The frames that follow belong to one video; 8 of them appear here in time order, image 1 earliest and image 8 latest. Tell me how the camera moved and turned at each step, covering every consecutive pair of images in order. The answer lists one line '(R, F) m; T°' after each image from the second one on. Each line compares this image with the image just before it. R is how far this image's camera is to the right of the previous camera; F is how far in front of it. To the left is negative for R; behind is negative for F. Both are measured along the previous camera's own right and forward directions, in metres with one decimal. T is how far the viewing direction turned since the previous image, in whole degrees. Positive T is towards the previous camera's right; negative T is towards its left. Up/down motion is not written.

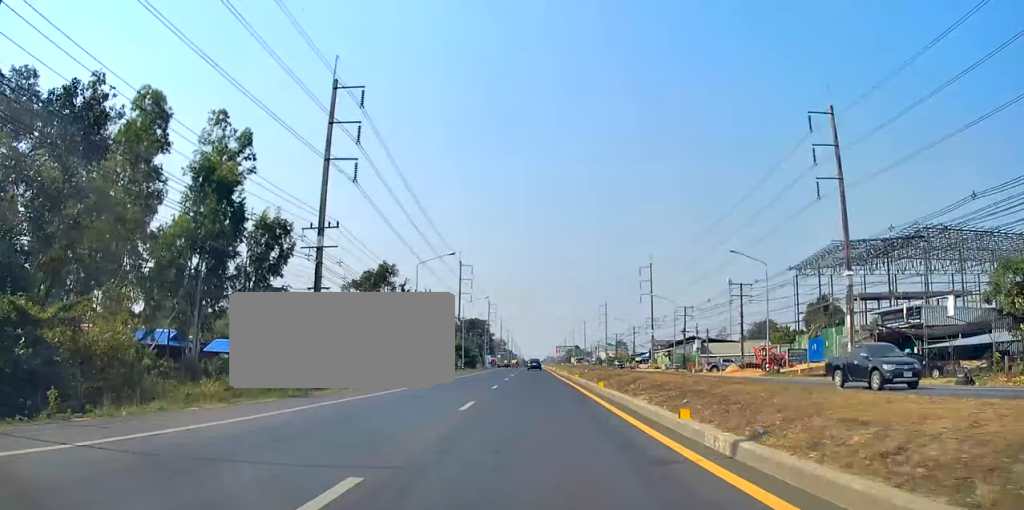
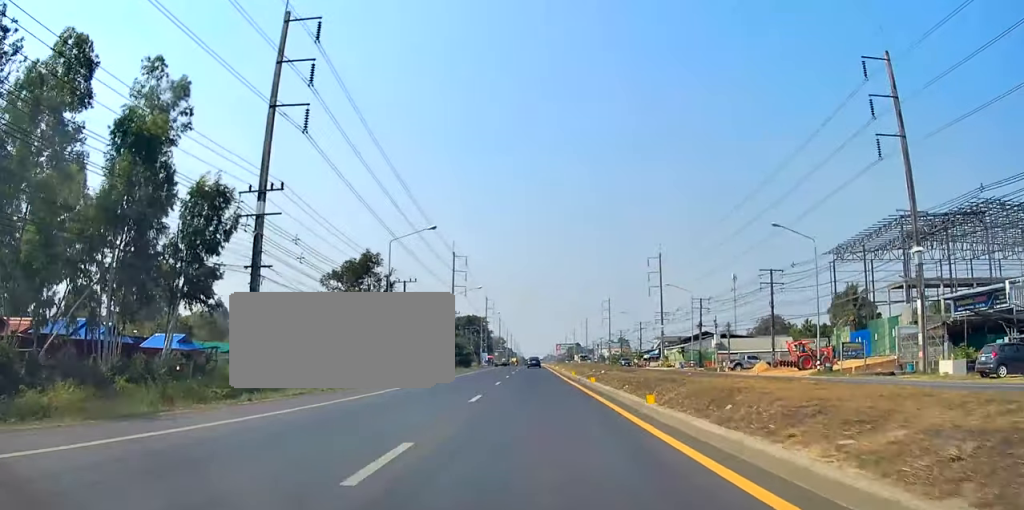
(0.0, +8.8) m; 0°
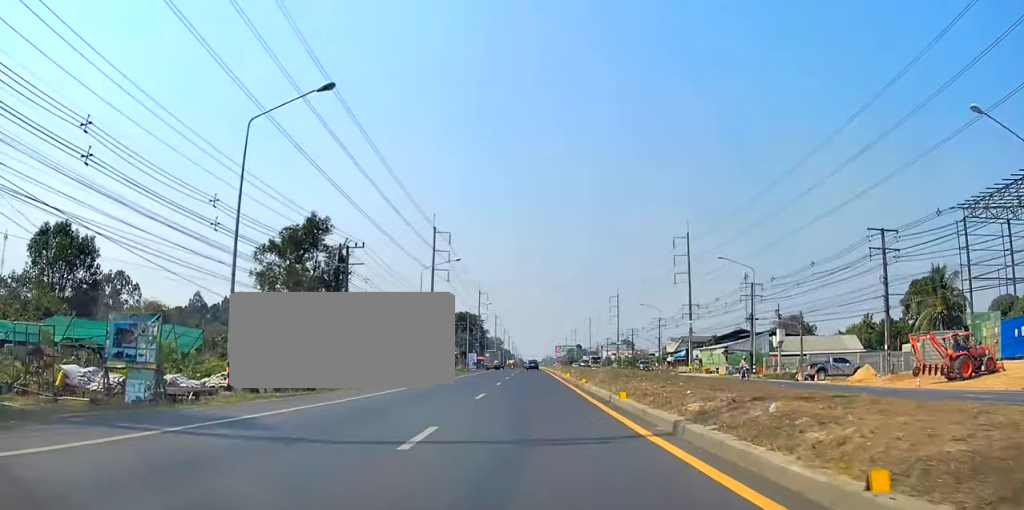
(+0.1, +21.3) m; 0°
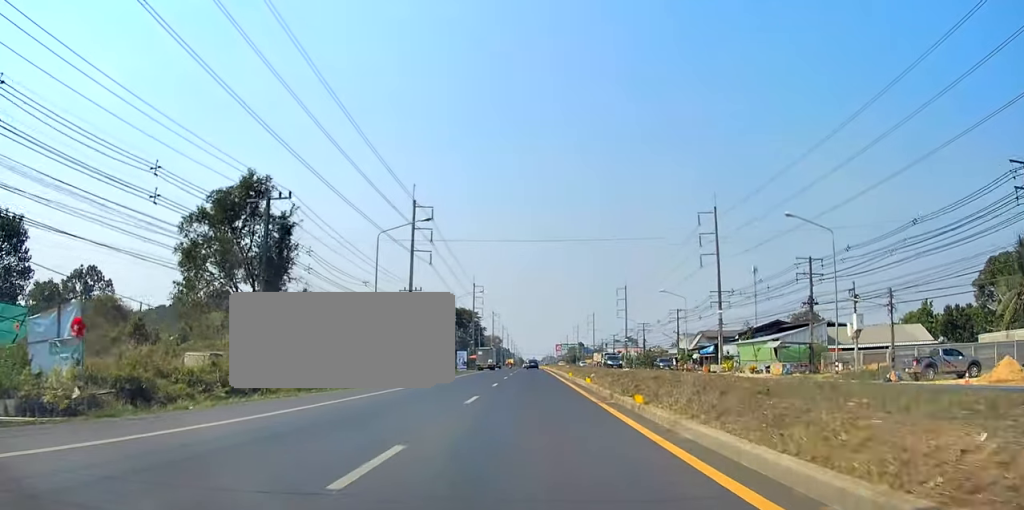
(-0.1, +14.4) m; -1°
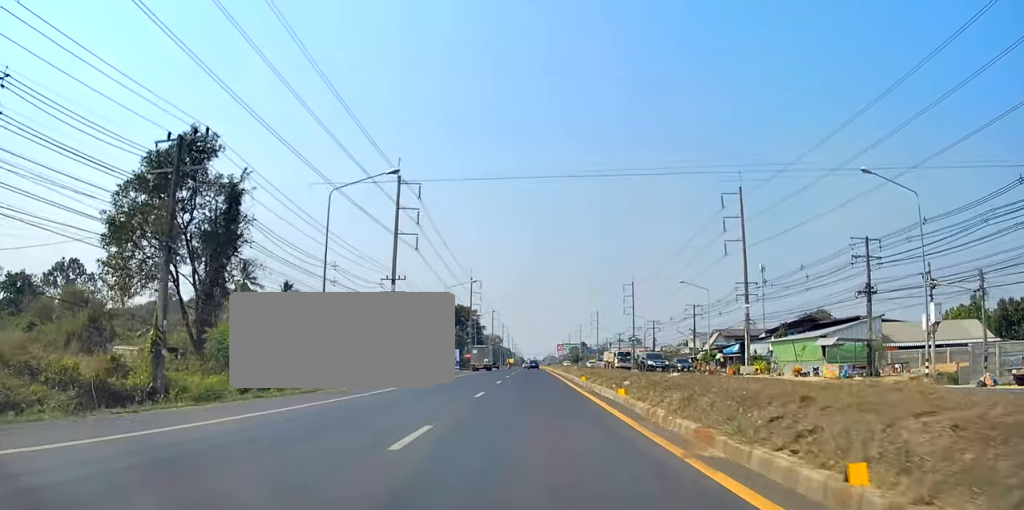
(0.0, +10.1) m; 0°
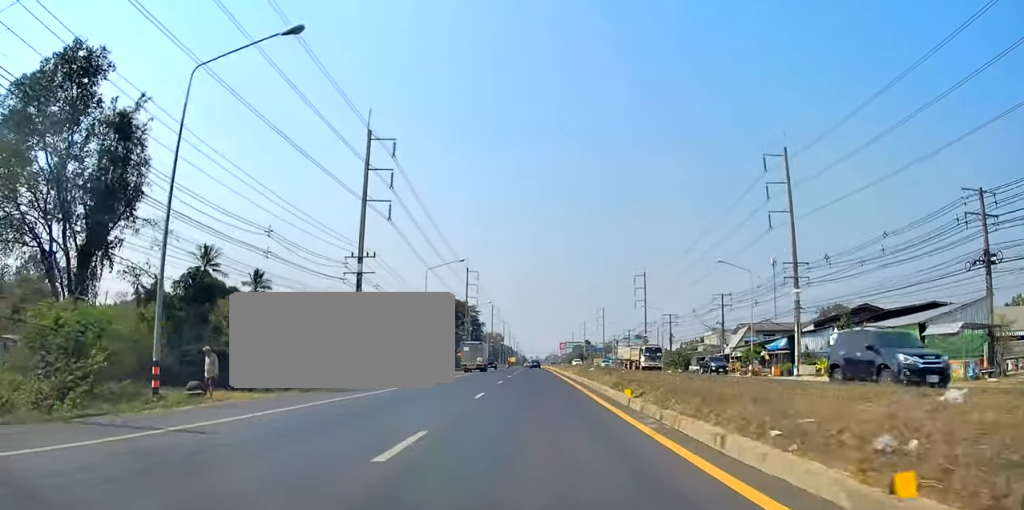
(-0.1, +14.8) m; 0°
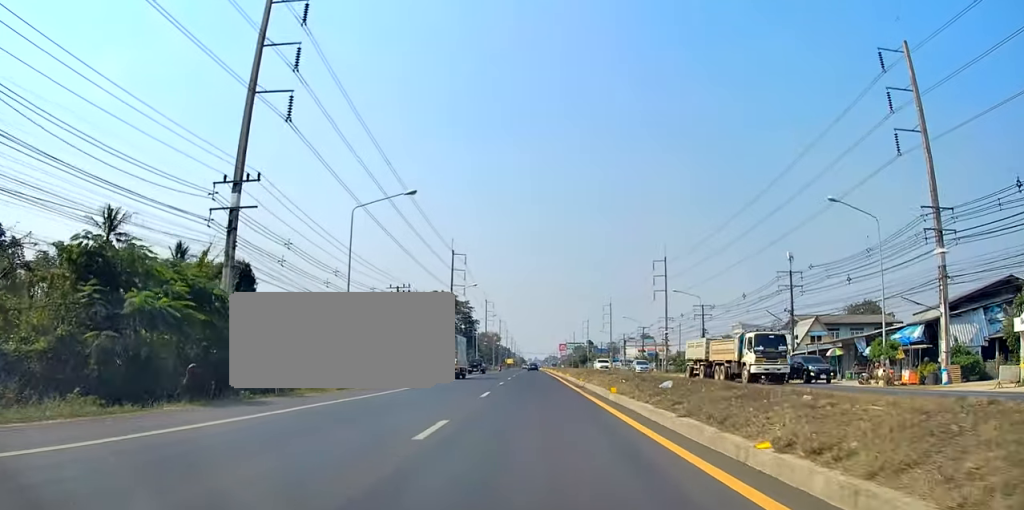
(+0.1, +25.9) m; 0°
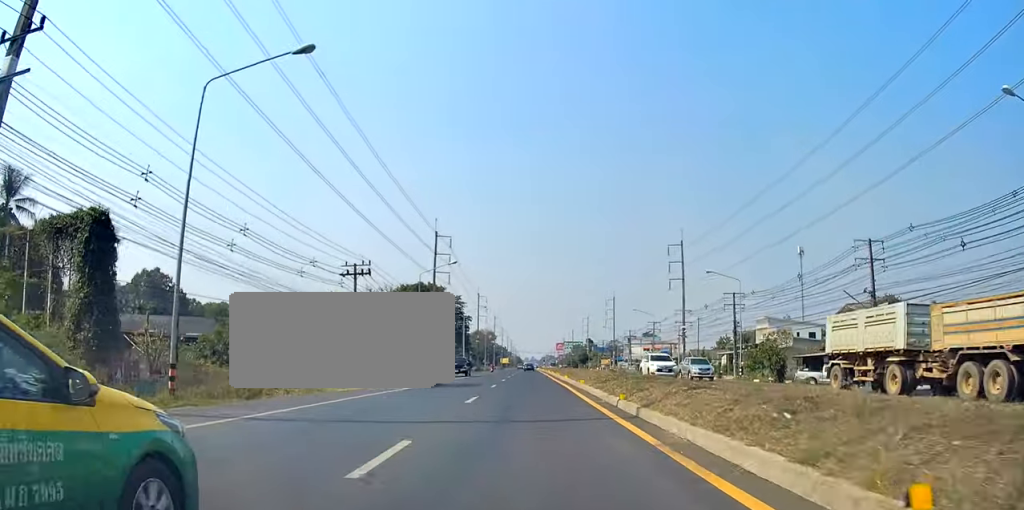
(0.0, +15.8) m; 0°
